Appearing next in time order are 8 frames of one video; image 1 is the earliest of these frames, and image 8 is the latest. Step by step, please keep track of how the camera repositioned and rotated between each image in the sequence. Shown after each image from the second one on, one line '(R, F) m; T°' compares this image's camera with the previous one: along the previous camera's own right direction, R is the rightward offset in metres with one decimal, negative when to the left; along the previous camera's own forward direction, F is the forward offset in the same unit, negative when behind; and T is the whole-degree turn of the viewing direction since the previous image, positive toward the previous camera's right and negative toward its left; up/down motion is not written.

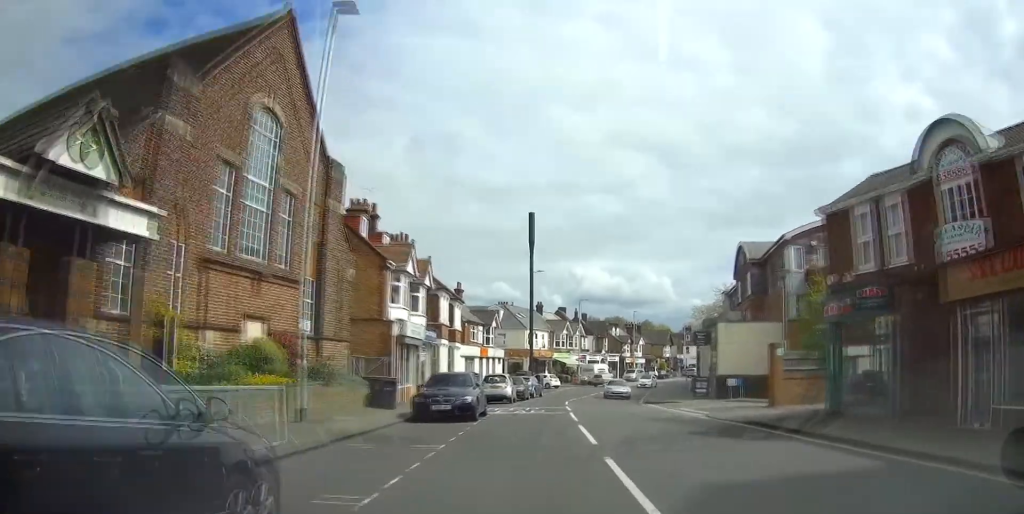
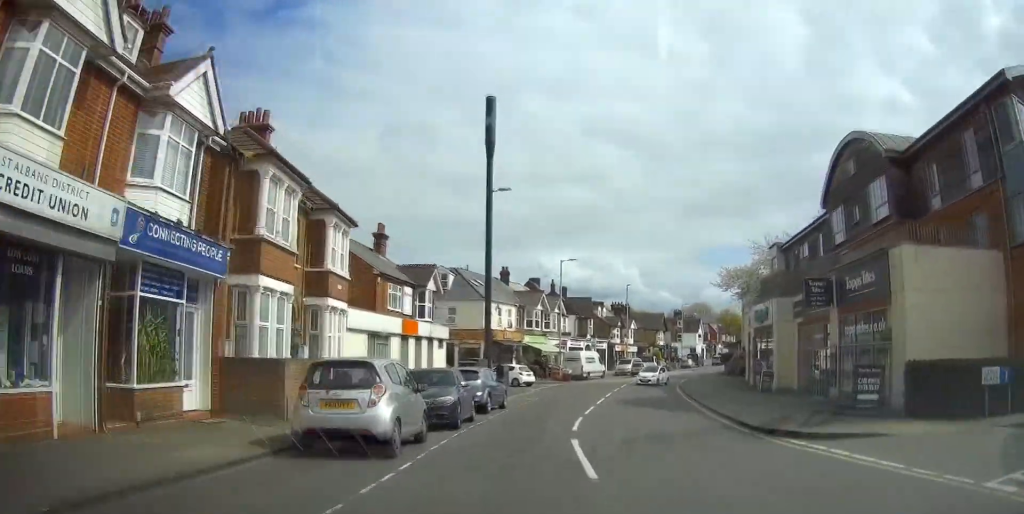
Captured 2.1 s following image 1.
(+0.1, +23.6) m; +2°
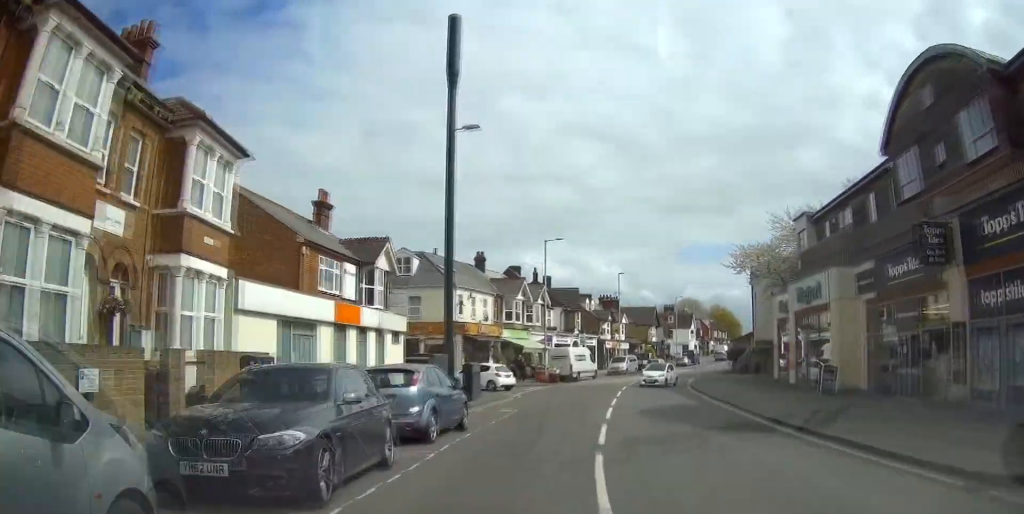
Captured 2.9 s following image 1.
(+0.2, +9.1) m; +2°
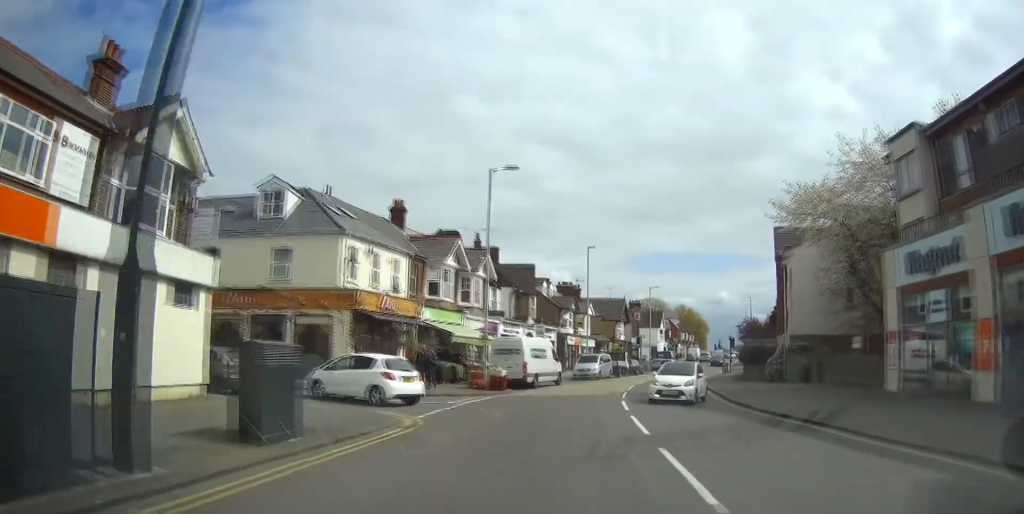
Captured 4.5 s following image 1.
(+0.4, +18.0) m; +1°
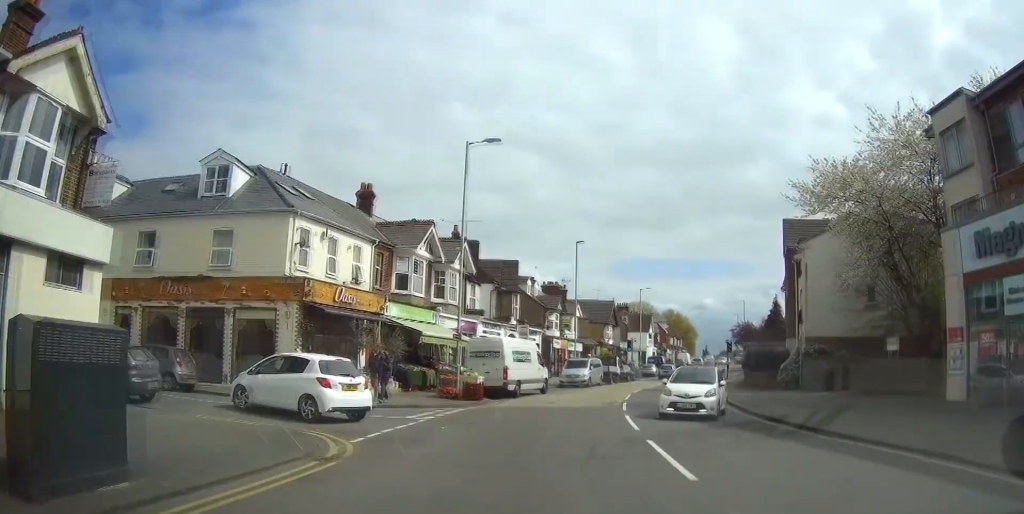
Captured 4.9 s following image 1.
(0.0, +4.7) m; +1°
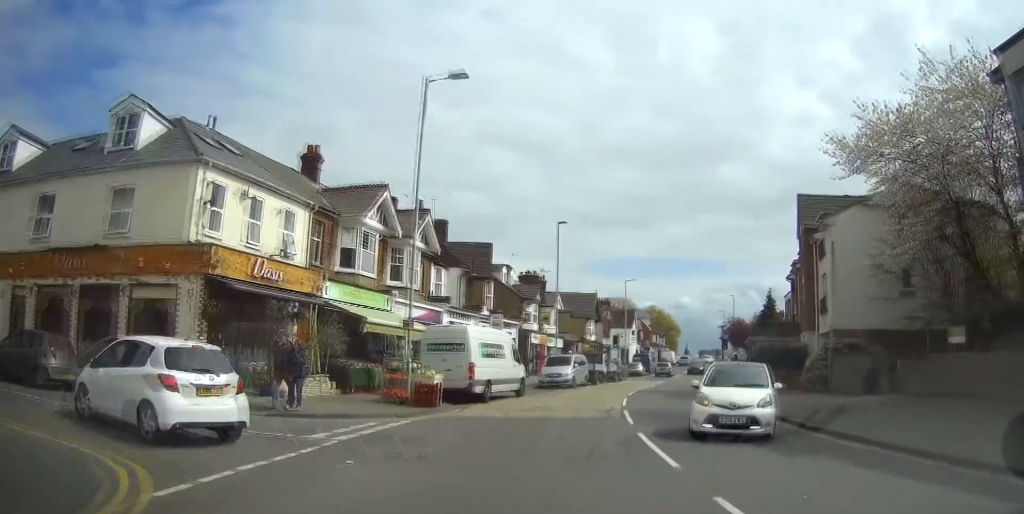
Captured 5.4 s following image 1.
(-0.1, +6.0) m; +2°
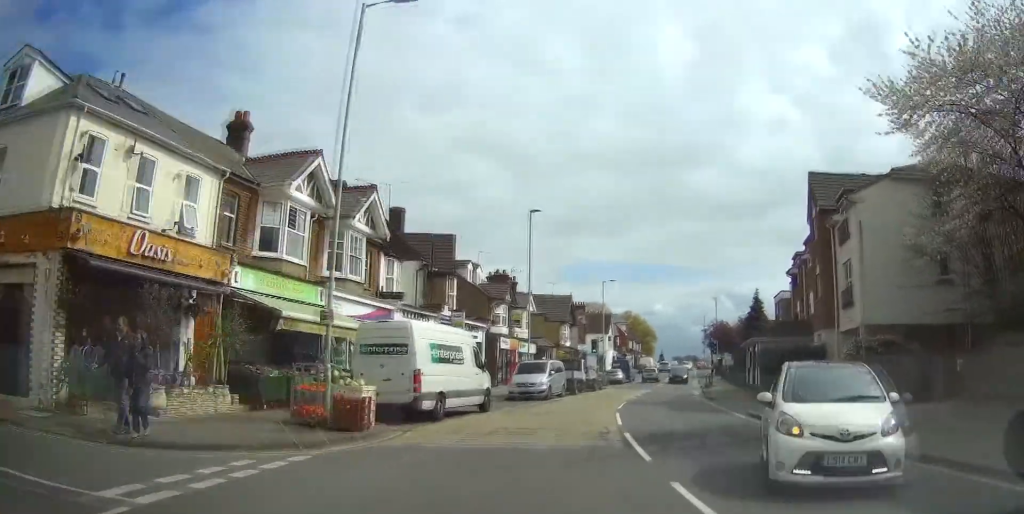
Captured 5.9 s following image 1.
(+0.3, +5.6) m; +2°
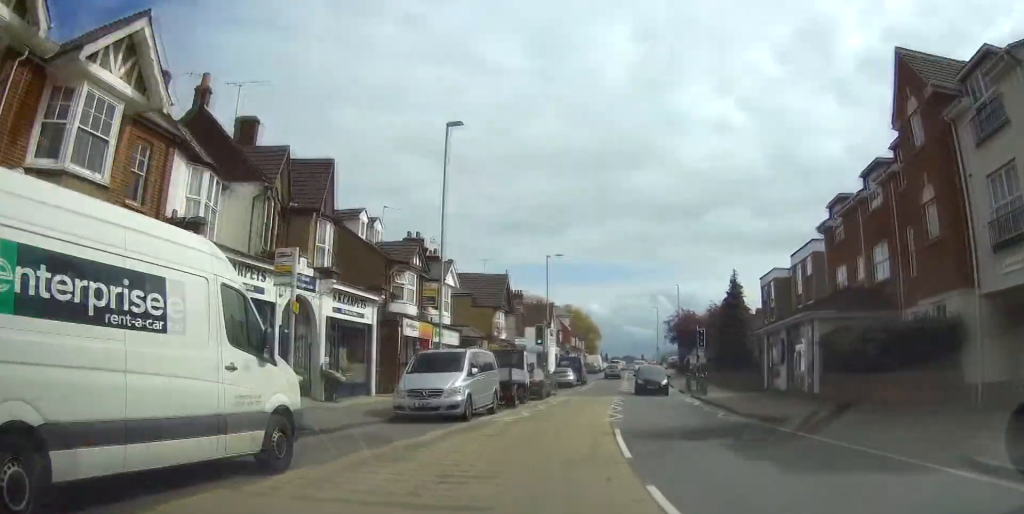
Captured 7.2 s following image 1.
(+0.5, +14.3) m; +5°
